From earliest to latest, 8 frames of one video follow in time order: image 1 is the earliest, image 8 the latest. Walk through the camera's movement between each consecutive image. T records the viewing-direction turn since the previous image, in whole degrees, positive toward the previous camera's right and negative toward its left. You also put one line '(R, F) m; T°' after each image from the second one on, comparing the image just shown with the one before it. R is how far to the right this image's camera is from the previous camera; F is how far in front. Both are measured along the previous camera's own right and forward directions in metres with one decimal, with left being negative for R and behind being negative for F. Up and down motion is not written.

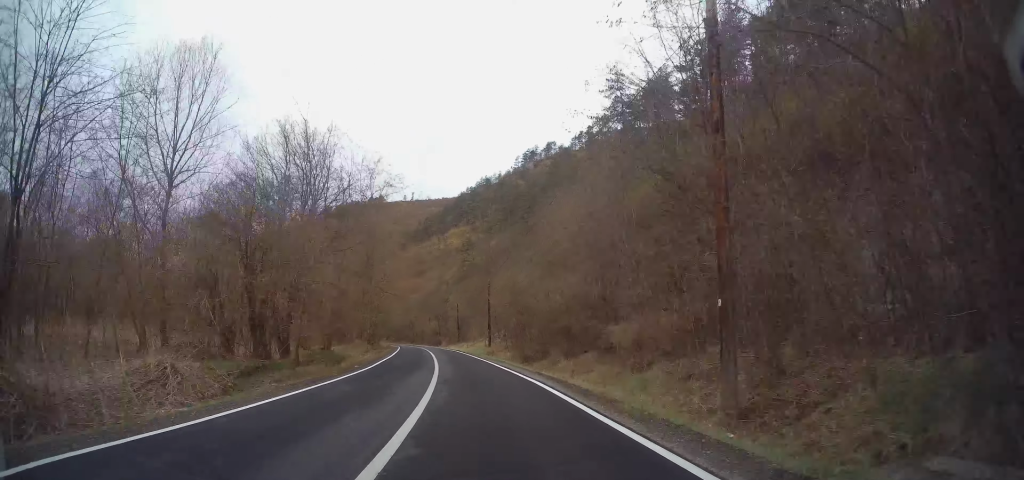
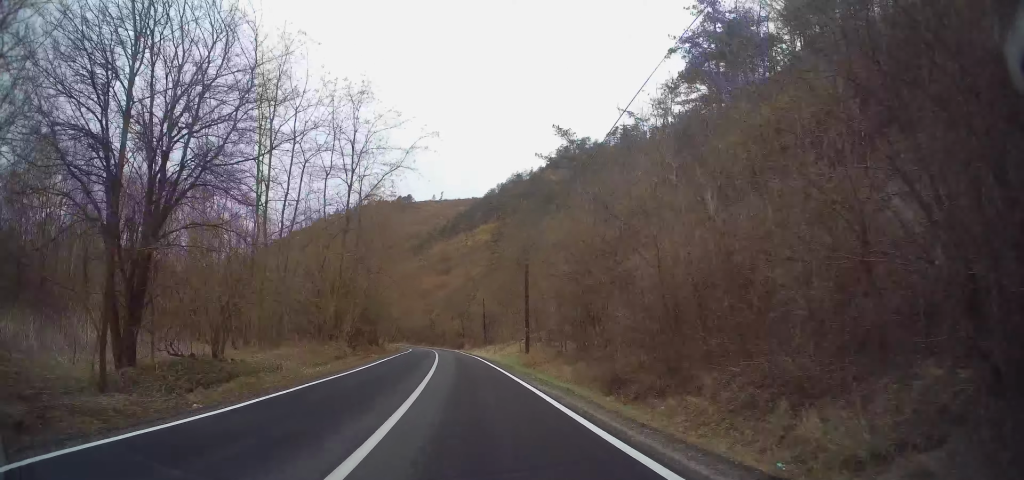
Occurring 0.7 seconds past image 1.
(-0.5, +16.2) m; -2°
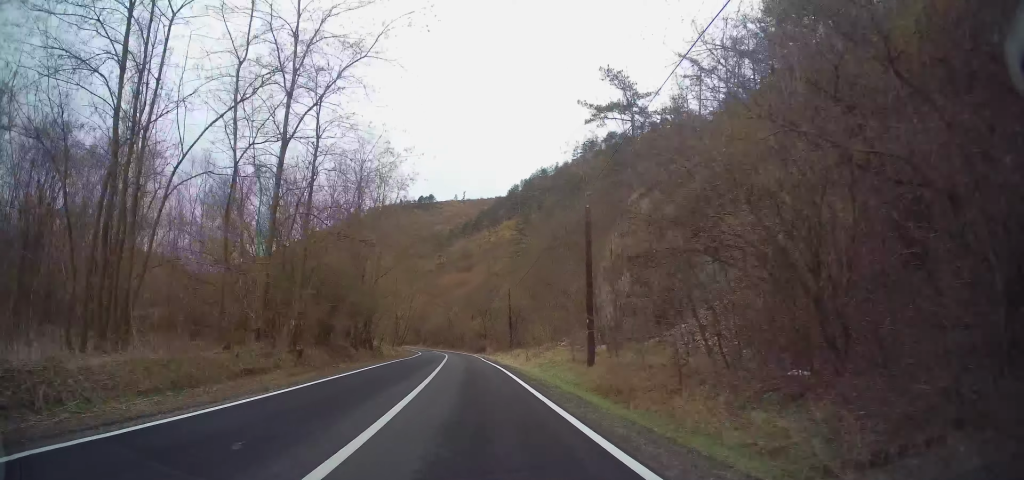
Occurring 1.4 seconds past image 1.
(0.0, +14.0) m; -1°
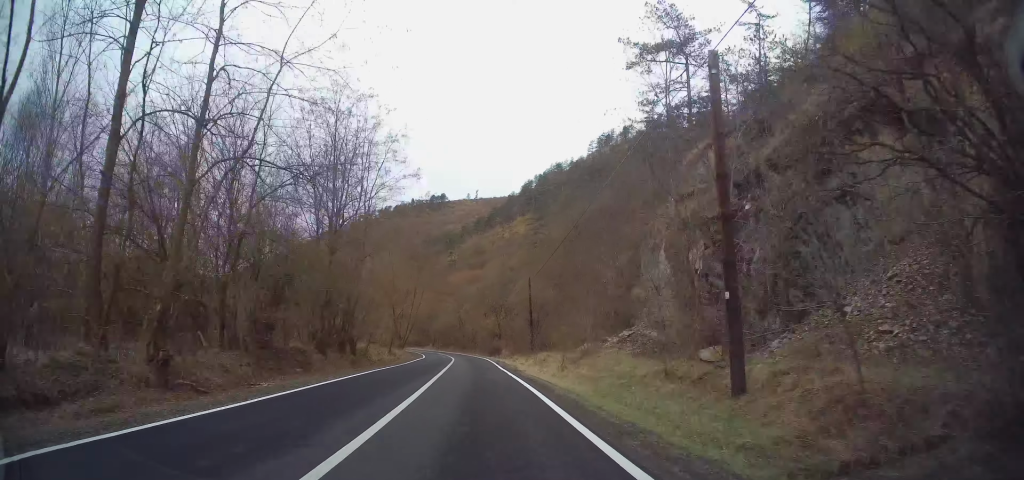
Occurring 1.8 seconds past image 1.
(0.0, +10.3) m; -1°
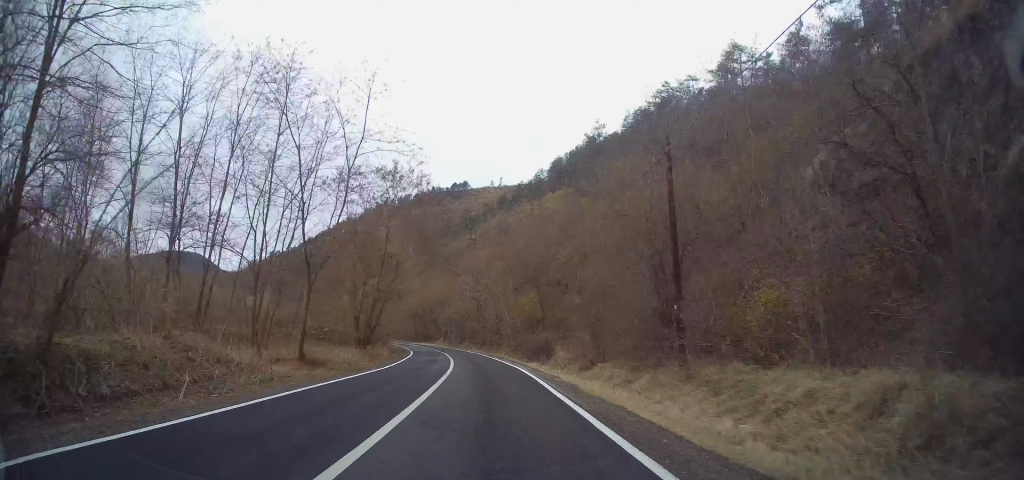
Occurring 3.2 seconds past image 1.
(-1.2, +30.9) m; -4°
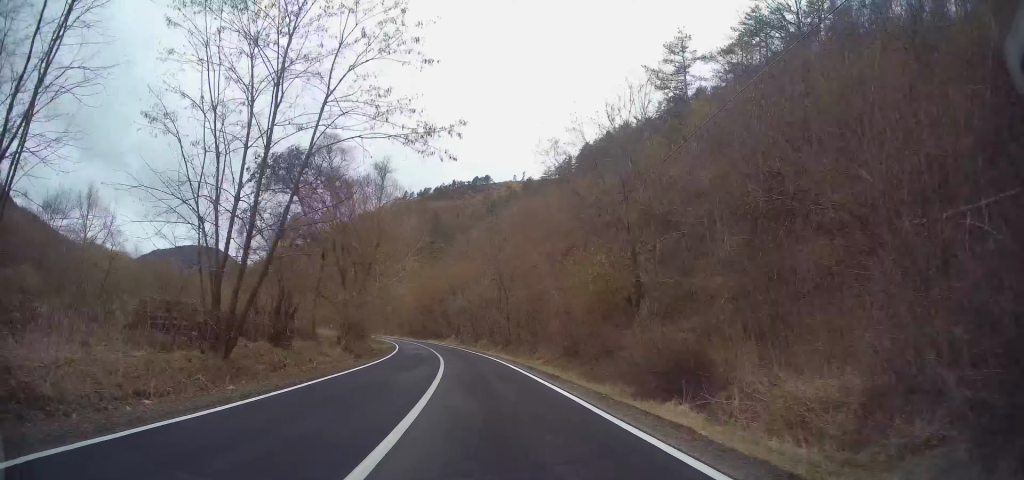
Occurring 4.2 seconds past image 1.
(-0.5, +21.3) m; -4°
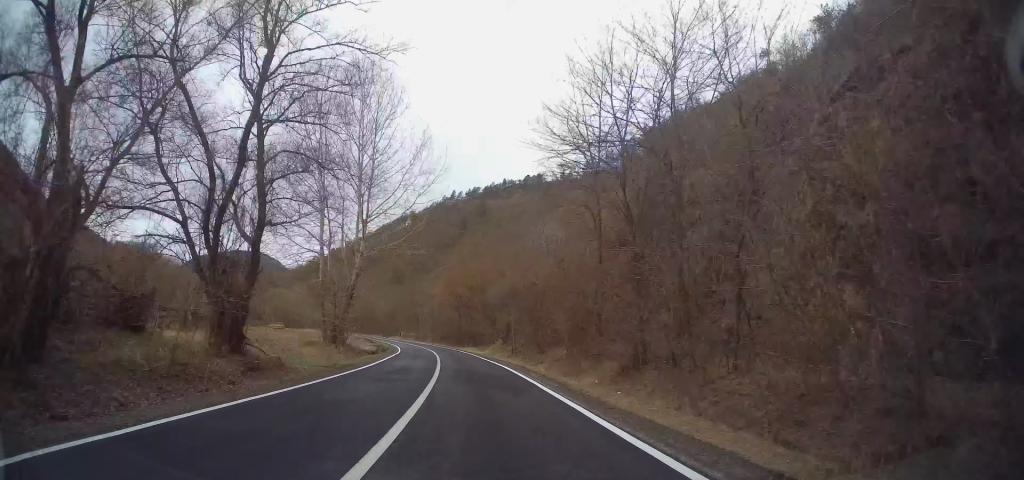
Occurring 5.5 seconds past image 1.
(-1.5, +29.3) m; -6°
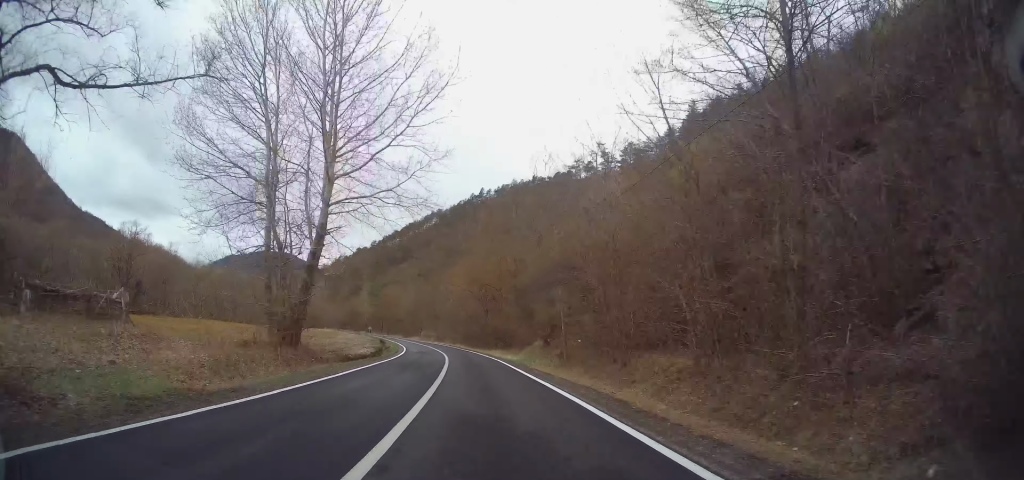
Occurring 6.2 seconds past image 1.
(-0.3, +13.9) m; -2°
